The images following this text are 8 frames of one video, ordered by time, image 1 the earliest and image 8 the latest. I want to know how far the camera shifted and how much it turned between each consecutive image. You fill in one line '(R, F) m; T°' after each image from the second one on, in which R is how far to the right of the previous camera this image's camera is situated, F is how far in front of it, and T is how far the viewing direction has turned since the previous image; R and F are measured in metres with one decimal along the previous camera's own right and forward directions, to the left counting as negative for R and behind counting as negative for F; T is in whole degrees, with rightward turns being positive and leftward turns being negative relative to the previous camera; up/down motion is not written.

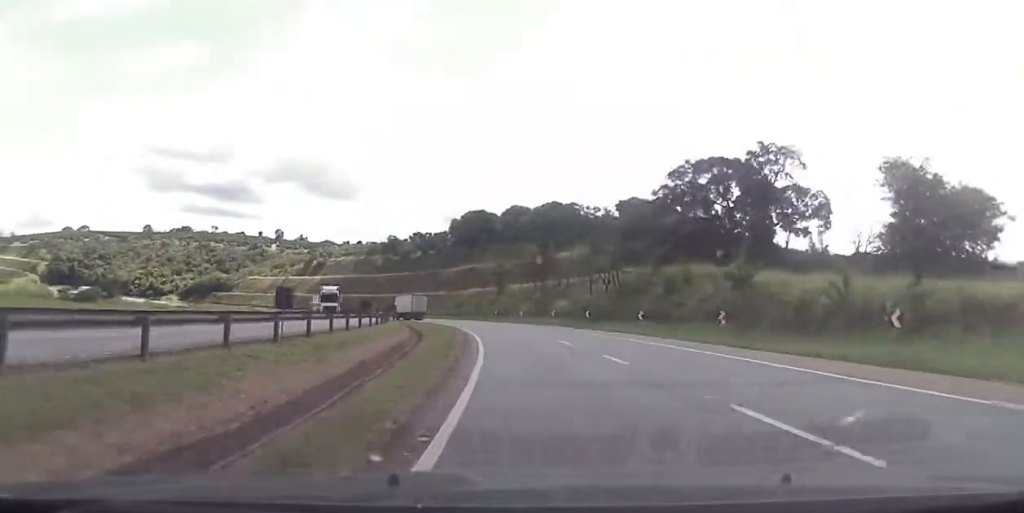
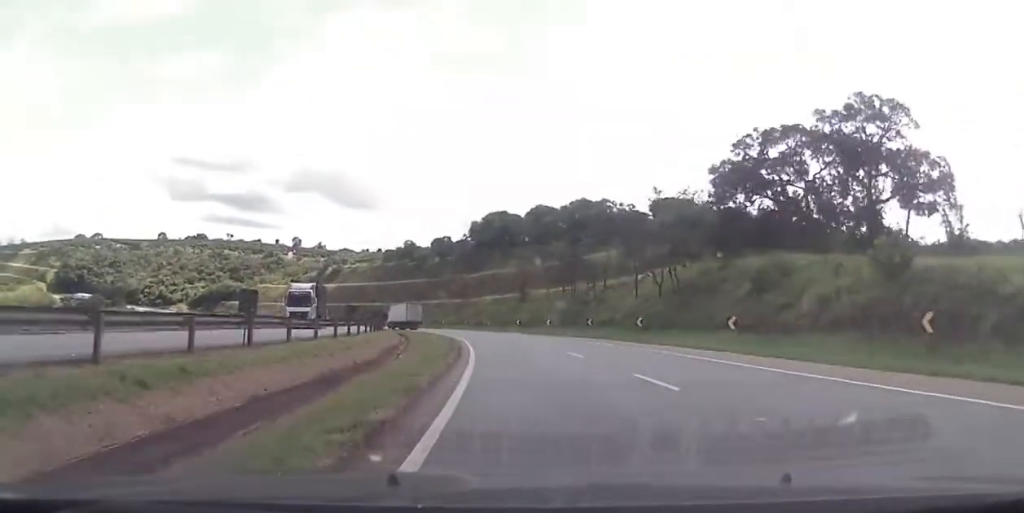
(0.0, +17.1) m; -3°
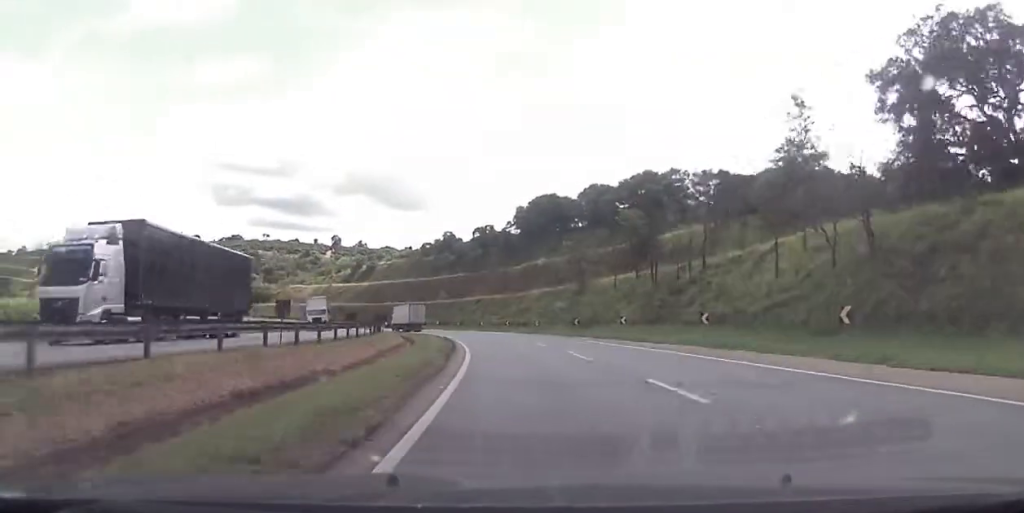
(-1.2, +26.0) m; -4°
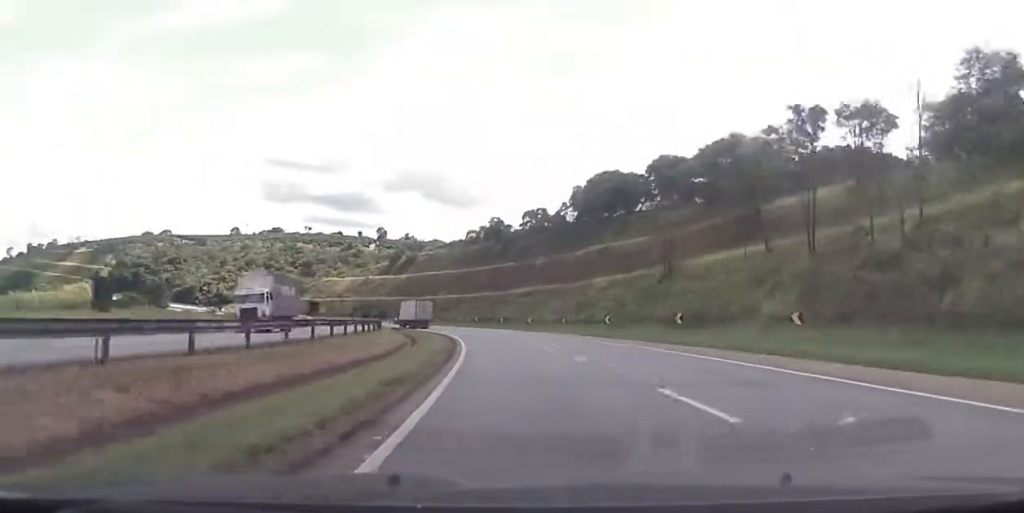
(-1.0, +25.8) m; -4°
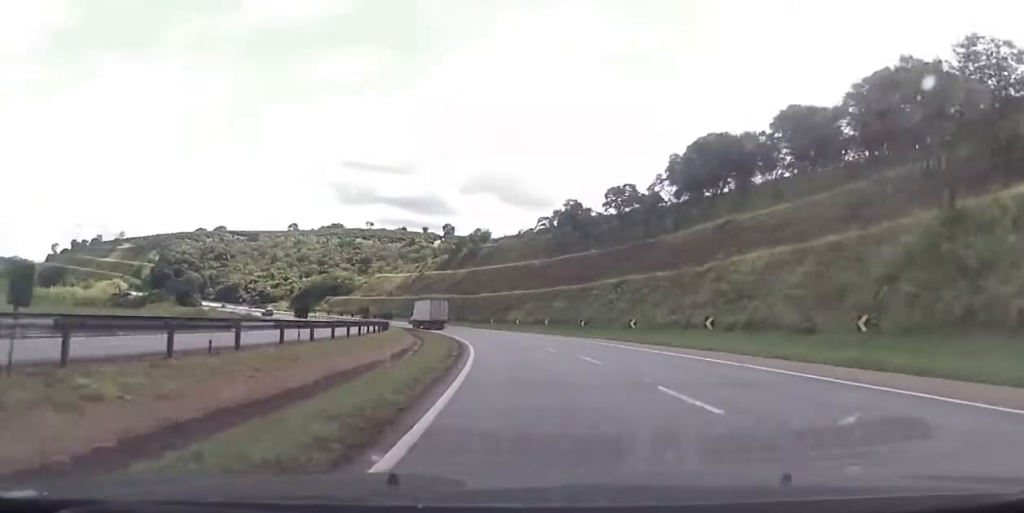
(-1.8, +34.5) m; -6°
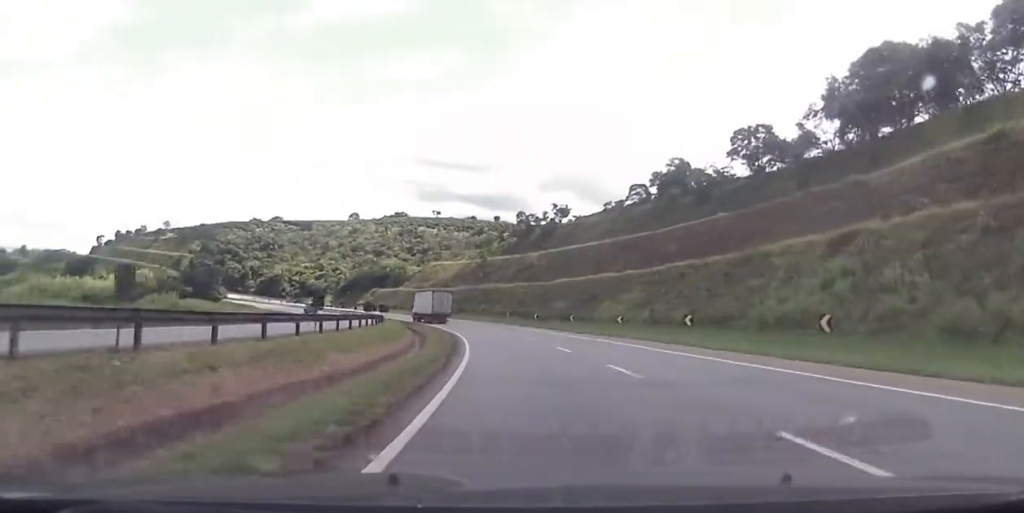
(-2.4, +42.1) m; -6°
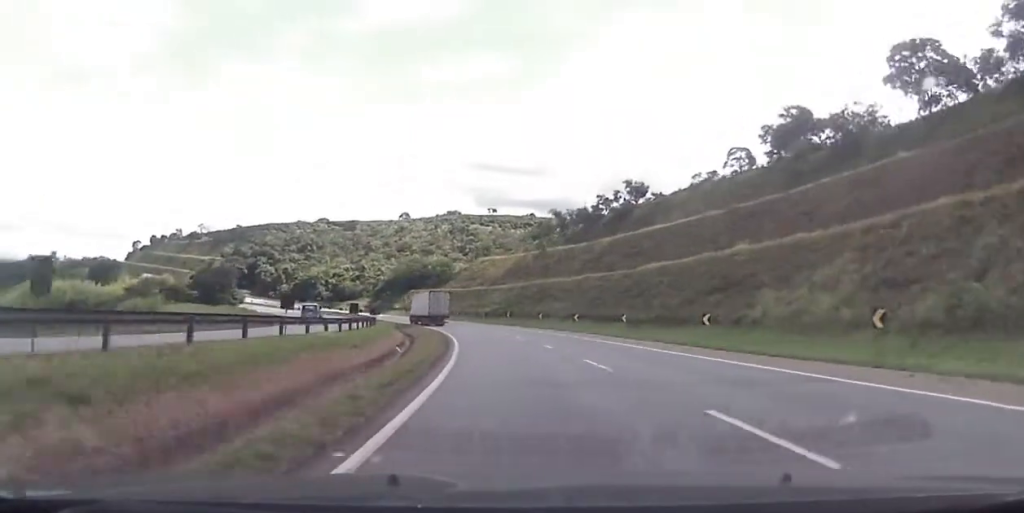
(-1.2, +33.3) m; -5°
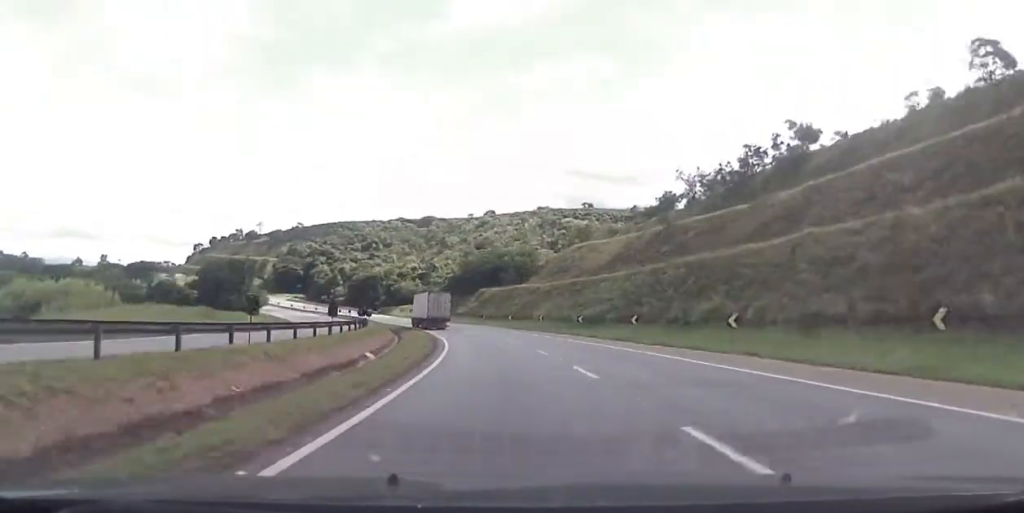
(-3.5, +47.9) m; -8°
